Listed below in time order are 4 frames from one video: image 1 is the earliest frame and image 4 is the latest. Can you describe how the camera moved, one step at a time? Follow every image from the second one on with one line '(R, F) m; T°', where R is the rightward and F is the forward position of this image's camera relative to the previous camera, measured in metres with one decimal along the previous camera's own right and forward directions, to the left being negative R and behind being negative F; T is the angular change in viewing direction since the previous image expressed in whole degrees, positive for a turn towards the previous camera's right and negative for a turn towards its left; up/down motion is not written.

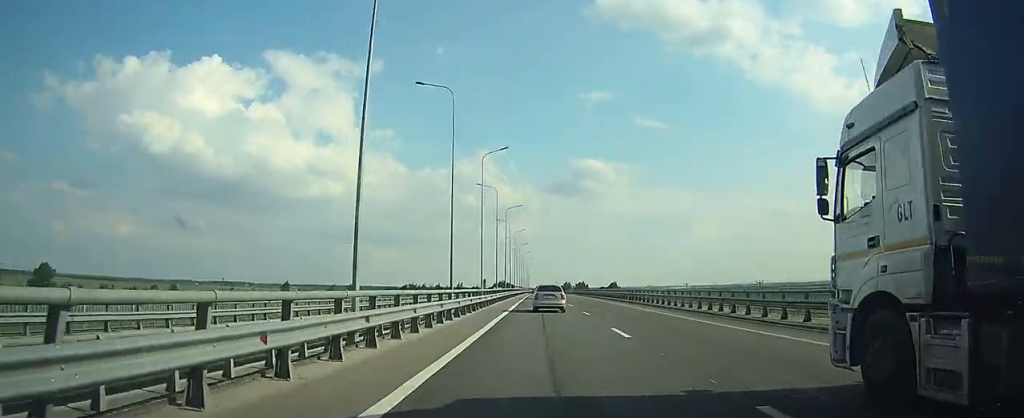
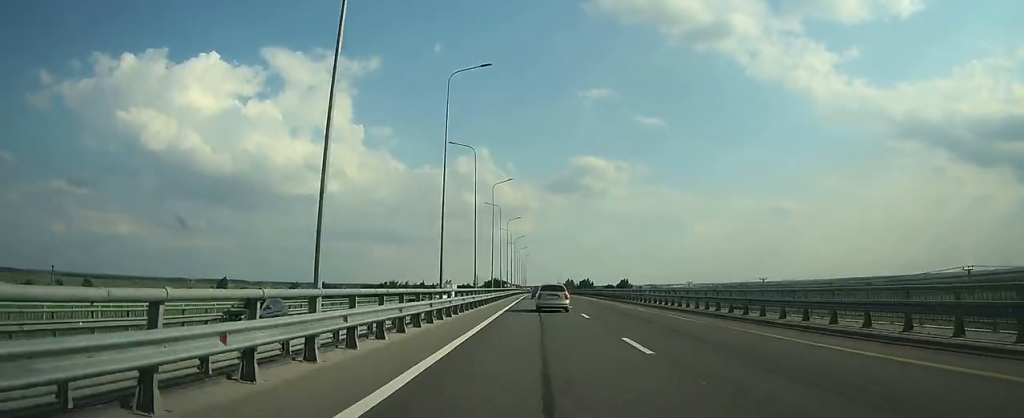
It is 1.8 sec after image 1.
(+0.1, +52.2) m; 0°
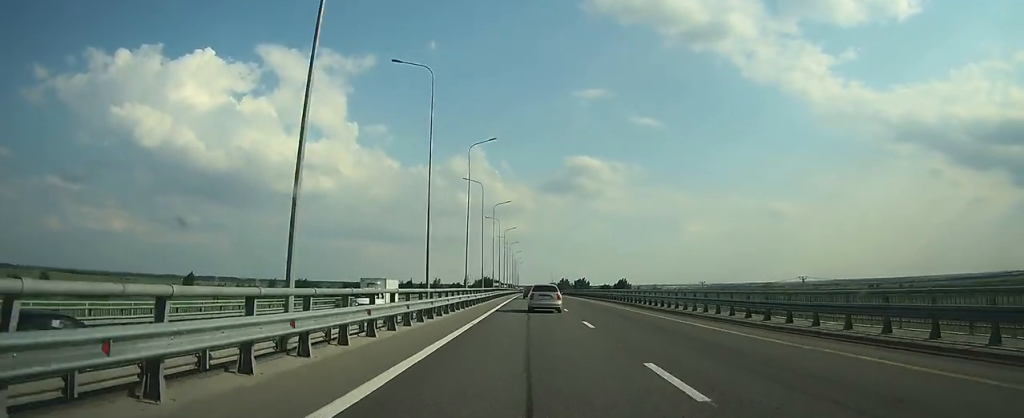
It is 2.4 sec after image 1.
(0.0, +17.5) m; 0°
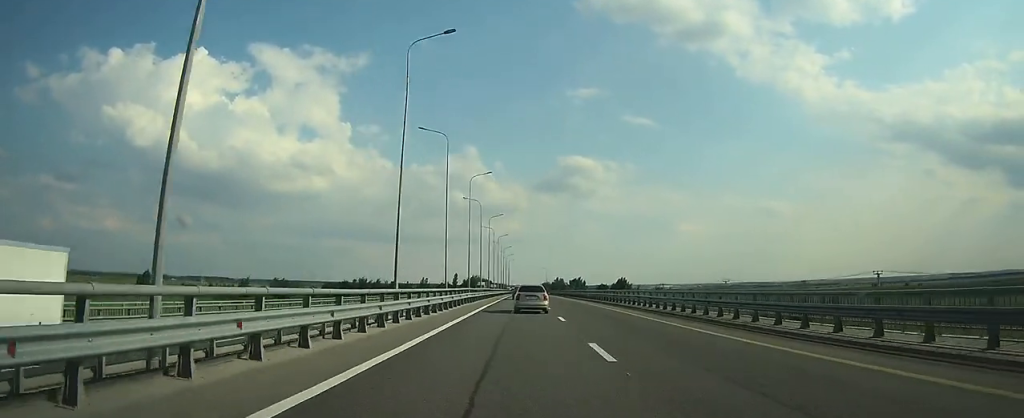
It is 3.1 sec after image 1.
(+0.1, +20.4) m; 0°
